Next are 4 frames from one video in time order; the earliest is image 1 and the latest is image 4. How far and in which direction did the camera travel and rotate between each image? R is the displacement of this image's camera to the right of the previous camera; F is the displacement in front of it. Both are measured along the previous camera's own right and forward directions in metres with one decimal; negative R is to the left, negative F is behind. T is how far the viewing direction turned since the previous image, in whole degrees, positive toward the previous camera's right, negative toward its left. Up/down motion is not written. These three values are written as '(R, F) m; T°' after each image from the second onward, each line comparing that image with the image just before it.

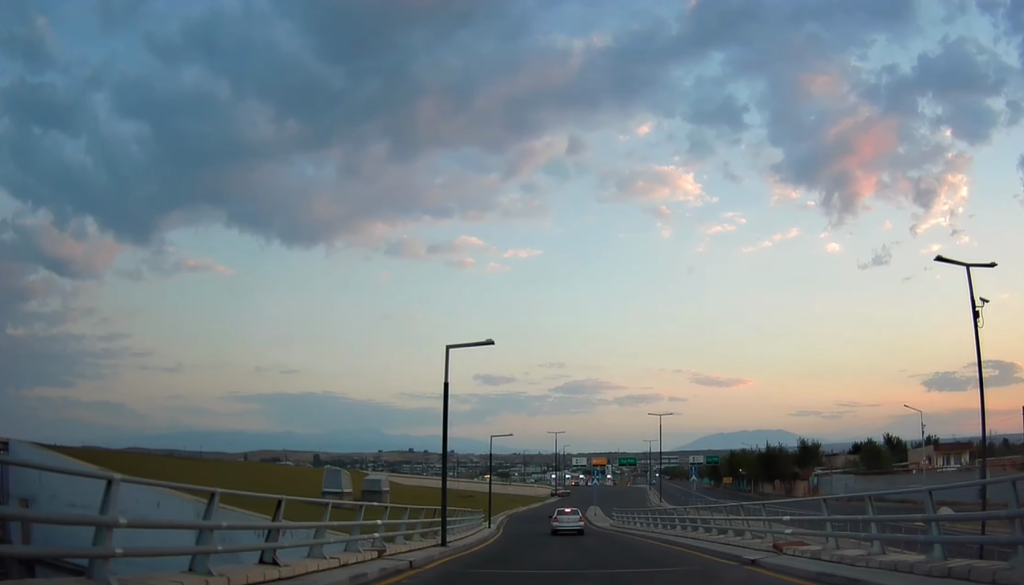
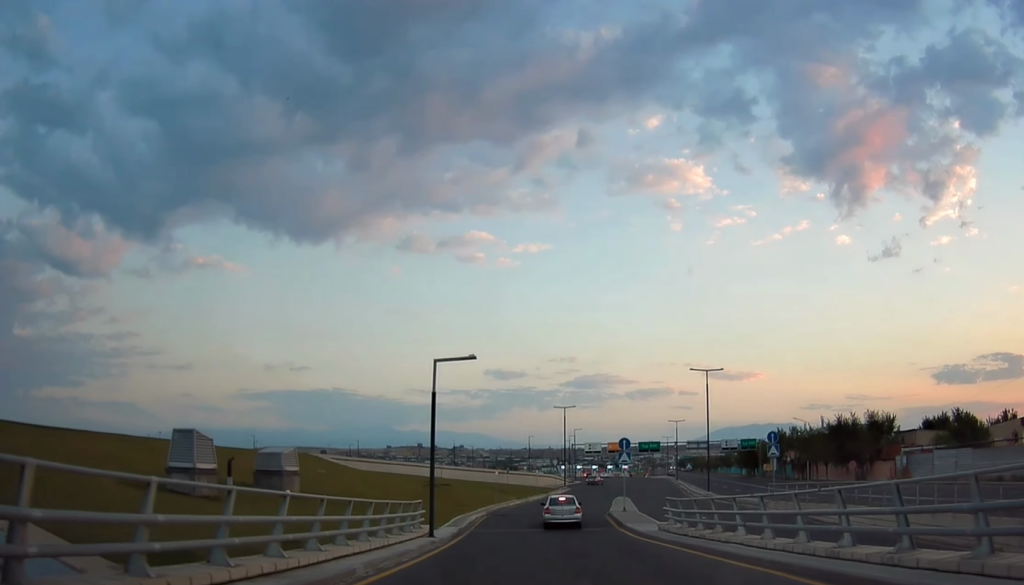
(+0.7, +18.0) m; 0°
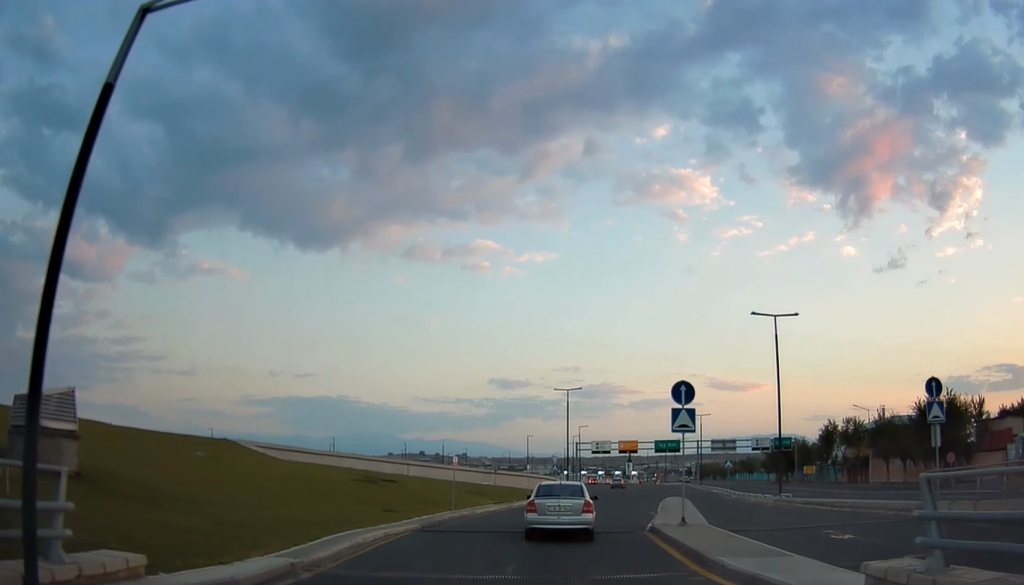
(-0.4, +16.7) m; +1°
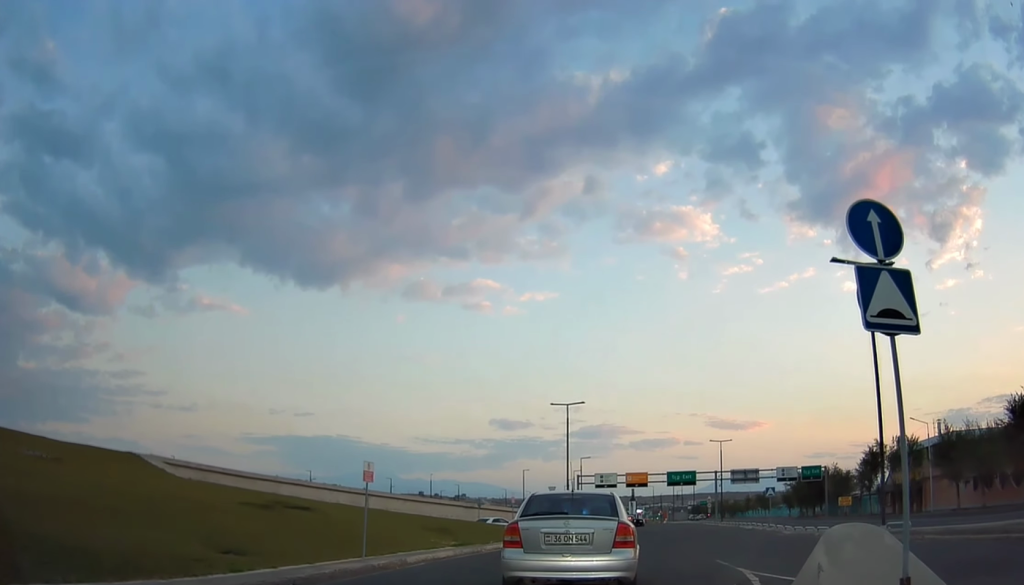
(+0.5, +14.5) m; +1°
